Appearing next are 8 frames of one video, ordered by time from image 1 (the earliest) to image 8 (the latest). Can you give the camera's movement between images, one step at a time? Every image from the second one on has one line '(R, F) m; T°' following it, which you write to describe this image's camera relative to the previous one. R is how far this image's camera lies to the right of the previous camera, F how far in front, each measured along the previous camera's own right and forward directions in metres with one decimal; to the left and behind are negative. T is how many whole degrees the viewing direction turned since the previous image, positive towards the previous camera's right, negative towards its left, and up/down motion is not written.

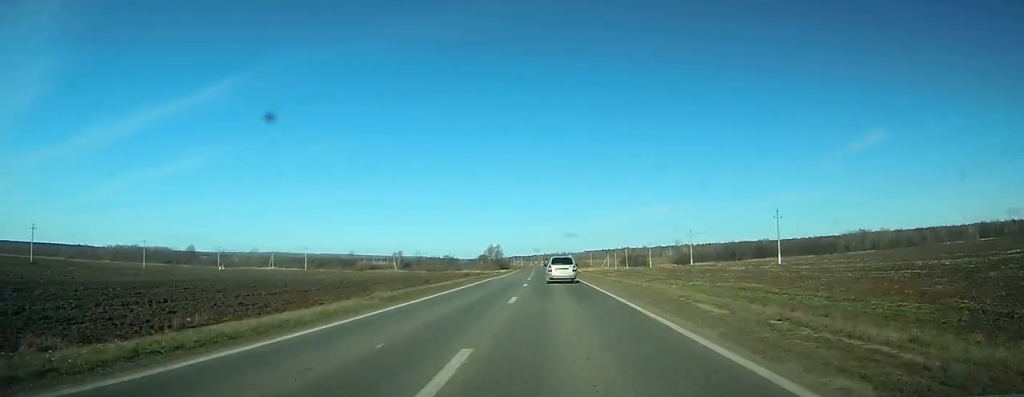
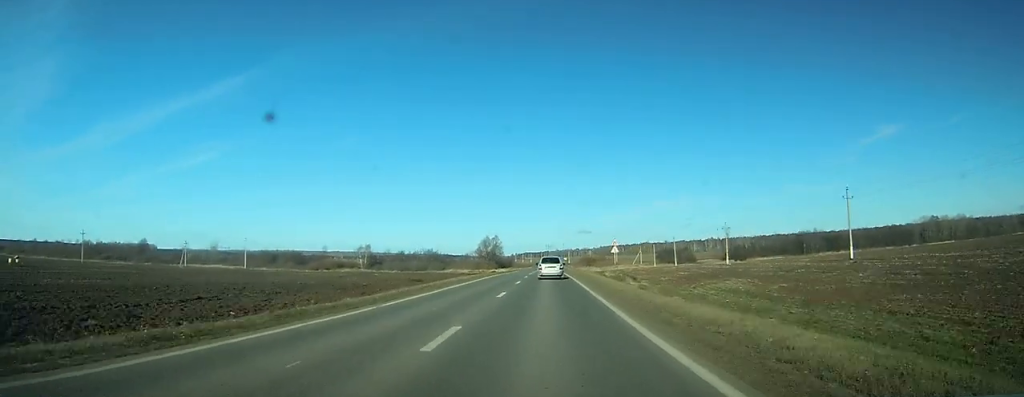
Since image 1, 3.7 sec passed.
(-0.7, +78.9) m; -1°
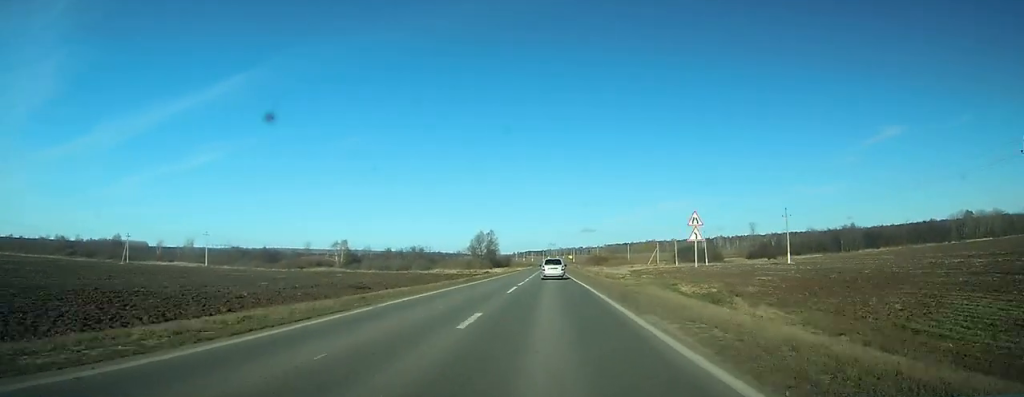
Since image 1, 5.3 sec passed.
(-0.2, +31.3) m; 0°
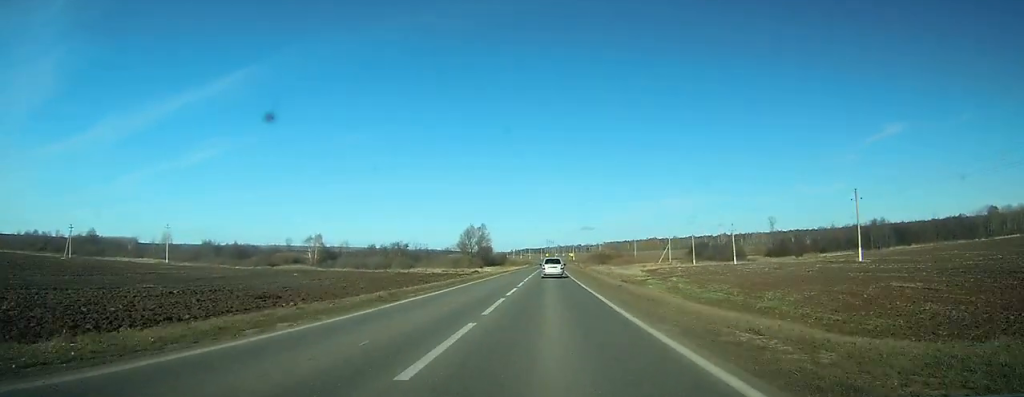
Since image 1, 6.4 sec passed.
(0.0, +23.0) m; 0°
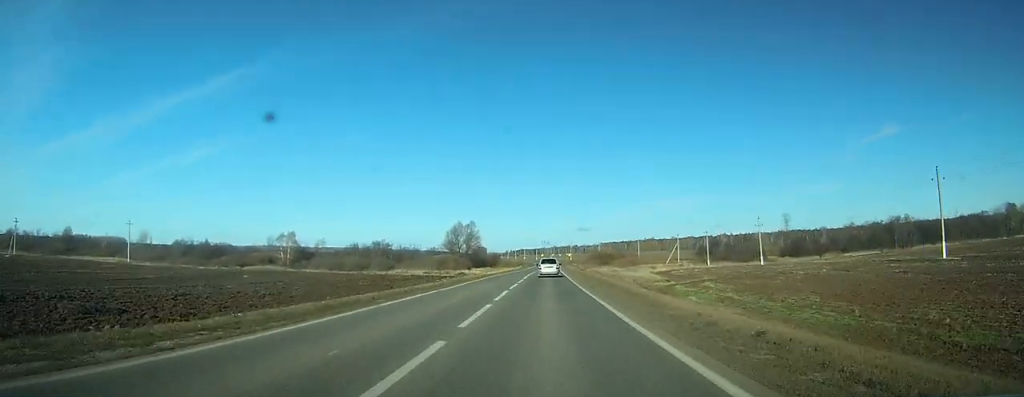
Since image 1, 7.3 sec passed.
(0.0, +17.9) m; 0°
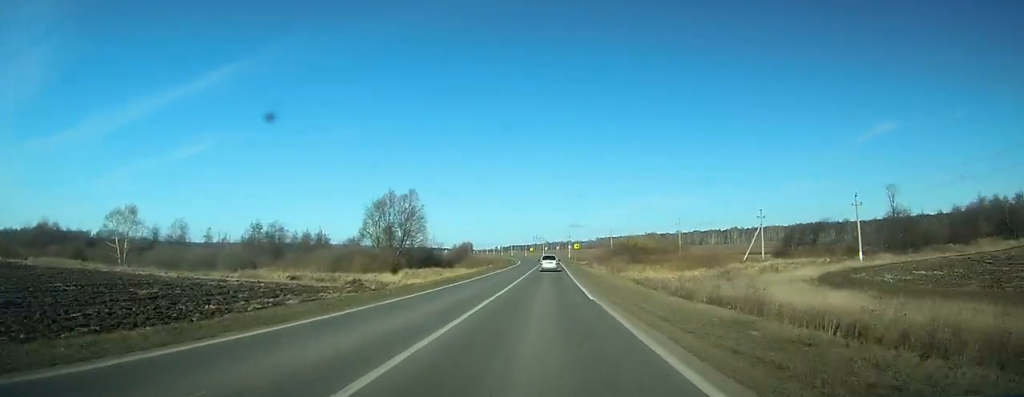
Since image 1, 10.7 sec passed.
(+0.4, +74.2) m; +1°
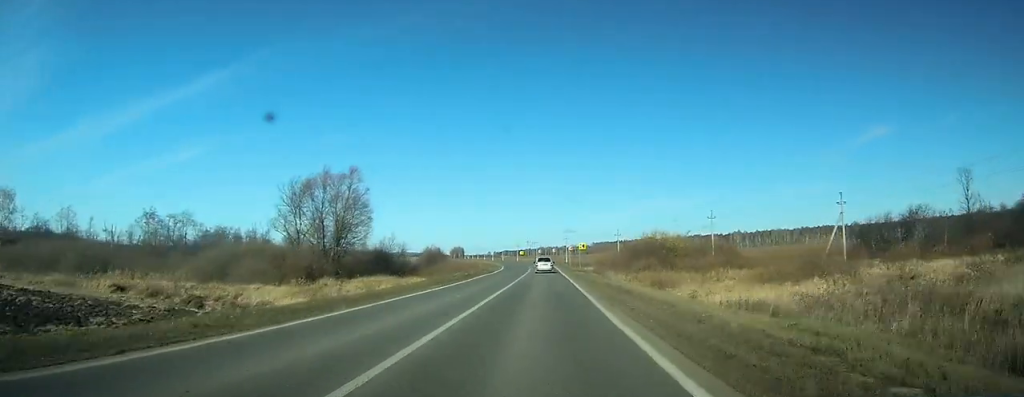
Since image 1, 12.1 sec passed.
(+0.1, +29.2) m; 0°
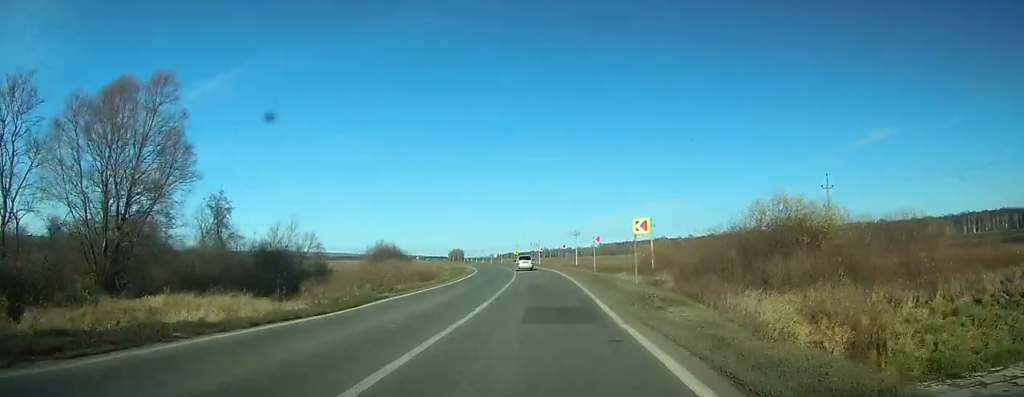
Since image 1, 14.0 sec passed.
(-0.1, +39.0) m; -1°
